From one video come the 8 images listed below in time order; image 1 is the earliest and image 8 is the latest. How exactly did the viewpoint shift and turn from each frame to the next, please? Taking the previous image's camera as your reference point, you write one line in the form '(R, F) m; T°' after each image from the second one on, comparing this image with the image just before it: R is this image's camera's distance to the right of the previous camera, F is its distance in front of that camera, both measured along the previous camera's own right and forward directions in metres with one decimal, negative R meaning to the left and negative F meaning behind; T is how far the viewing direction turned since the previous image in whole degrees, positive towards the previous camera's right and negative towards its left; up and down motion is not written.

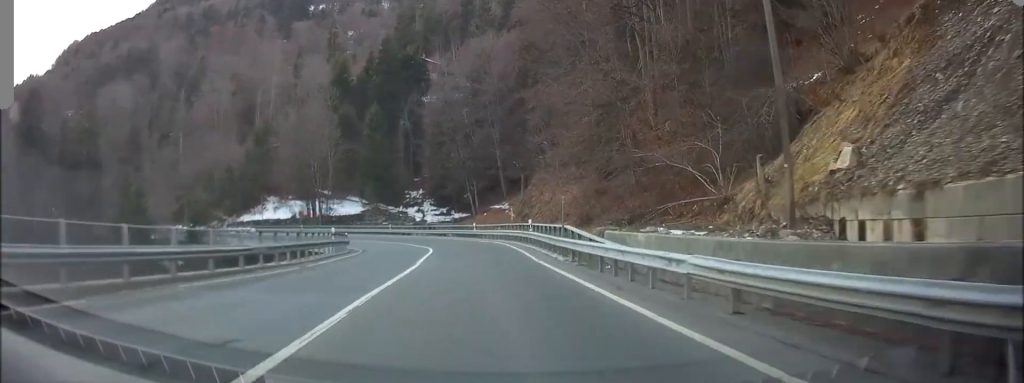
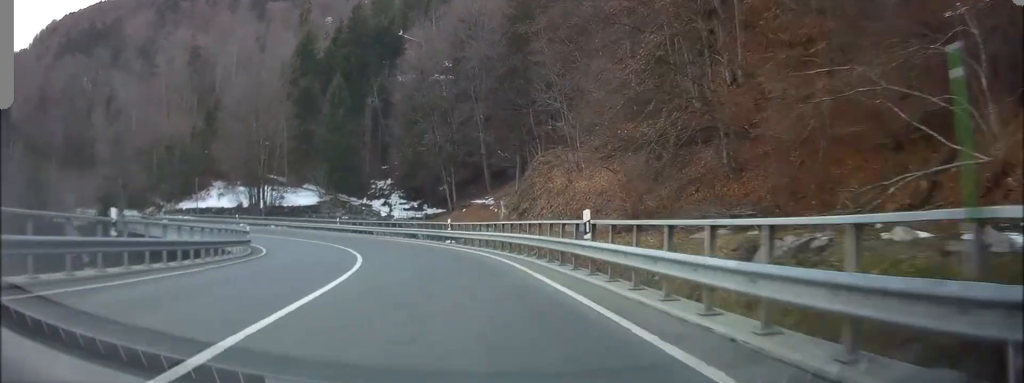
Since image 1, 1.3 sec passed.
(0.0, +17.6) m; -2°
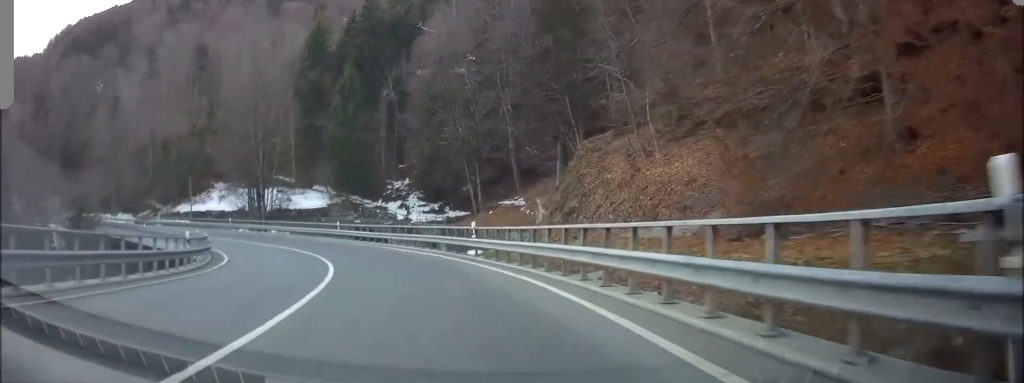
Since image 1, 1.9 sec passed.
(-0.1, +9.1) m; -3°
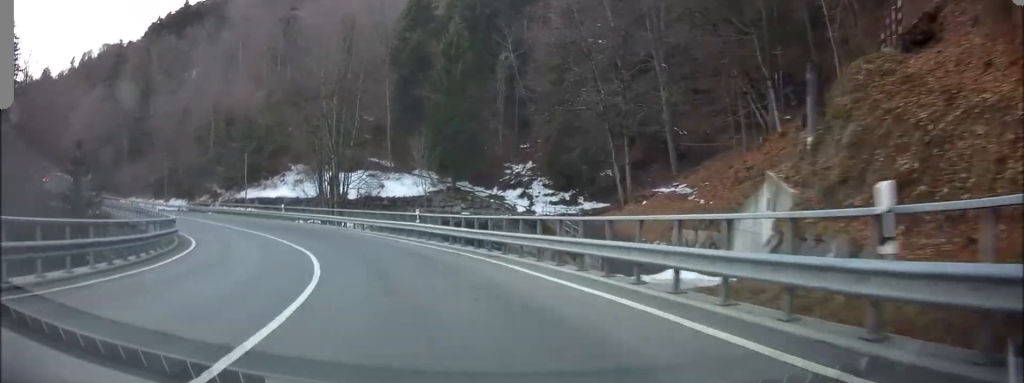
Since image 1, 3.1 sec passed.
(-1.0, +17.6) m; -8°
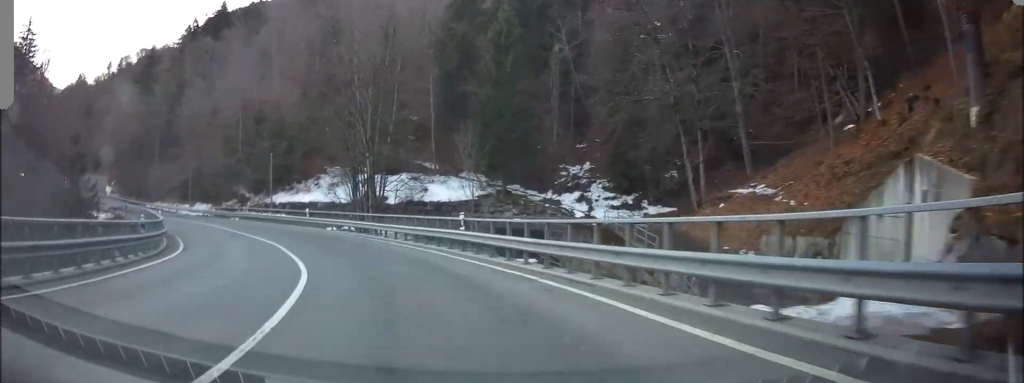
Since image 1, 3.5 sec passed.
(-0.4, +6.6) m; -5°
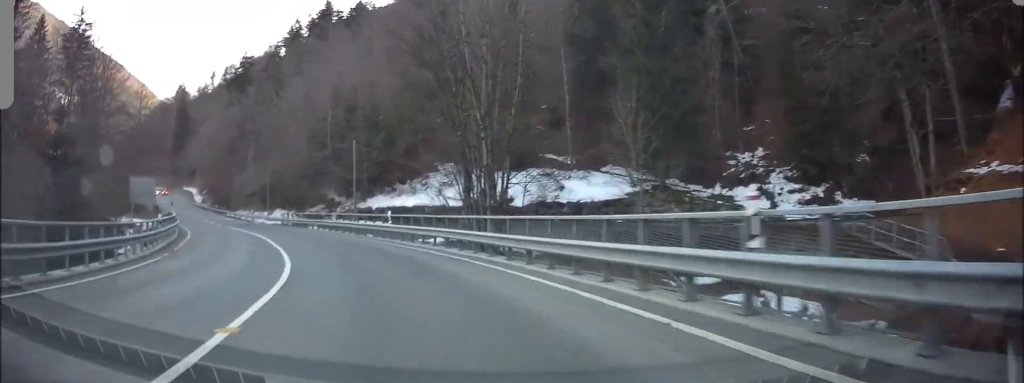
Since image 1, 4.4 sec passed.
(-1.0, +13.6) m; -9°
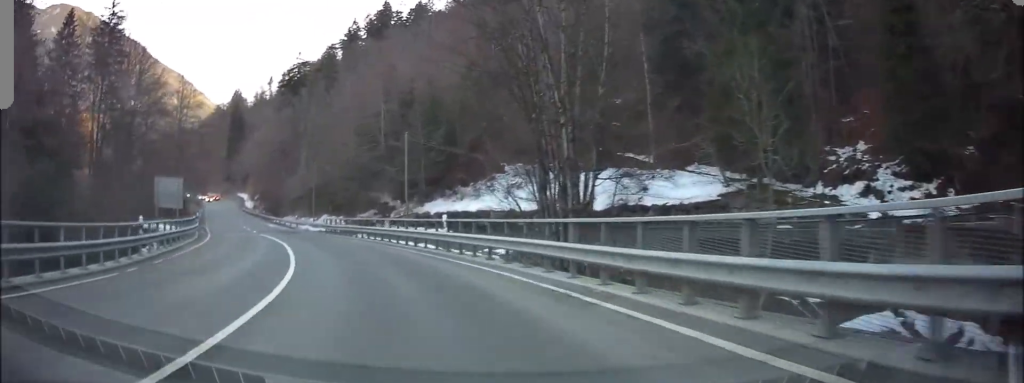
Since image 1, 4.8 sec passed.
(-0.5, +6.1) m; -4°
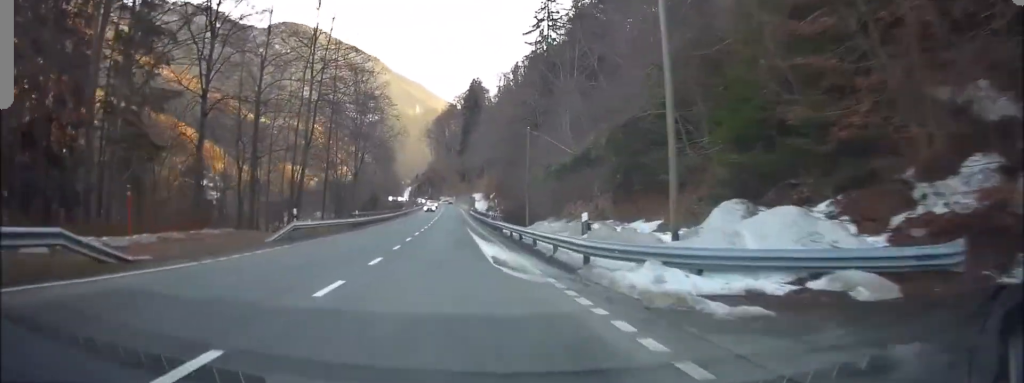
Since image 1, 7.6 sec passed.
(-5.4, +42.0) m; -14°
